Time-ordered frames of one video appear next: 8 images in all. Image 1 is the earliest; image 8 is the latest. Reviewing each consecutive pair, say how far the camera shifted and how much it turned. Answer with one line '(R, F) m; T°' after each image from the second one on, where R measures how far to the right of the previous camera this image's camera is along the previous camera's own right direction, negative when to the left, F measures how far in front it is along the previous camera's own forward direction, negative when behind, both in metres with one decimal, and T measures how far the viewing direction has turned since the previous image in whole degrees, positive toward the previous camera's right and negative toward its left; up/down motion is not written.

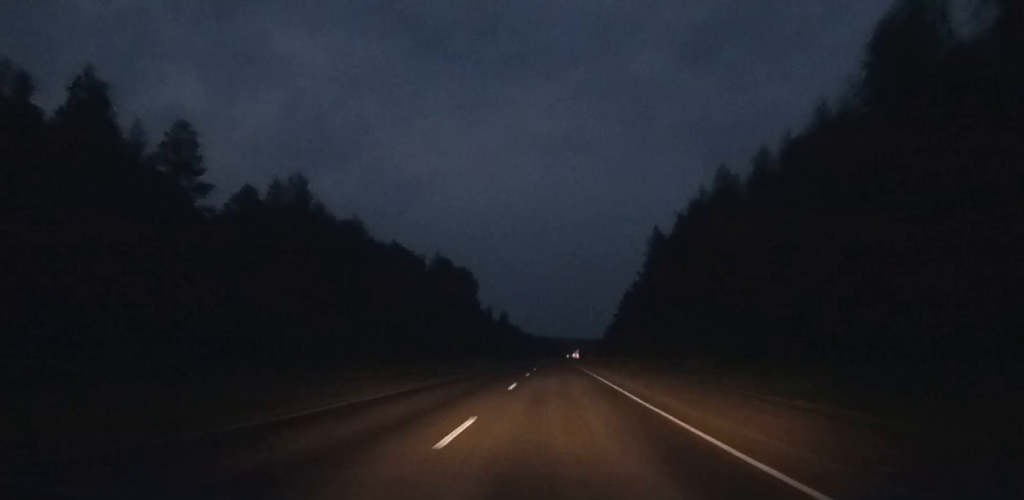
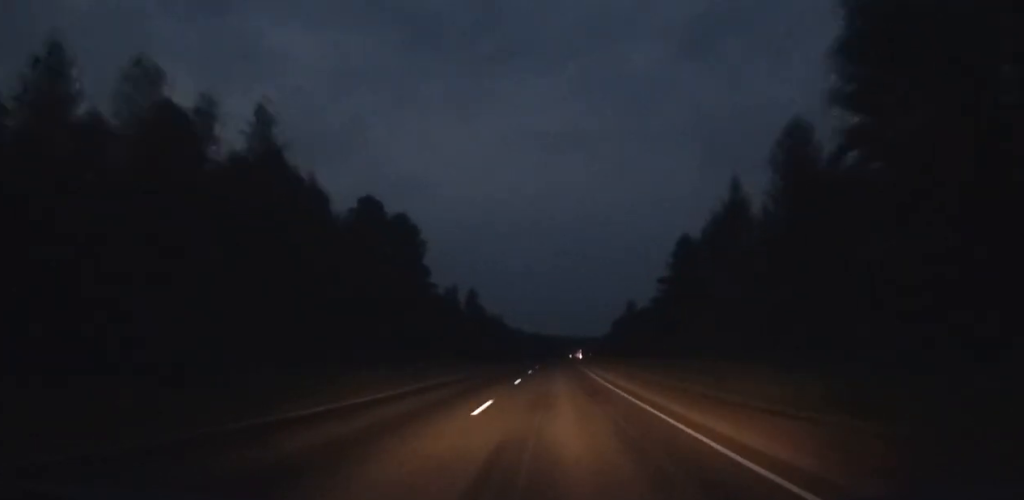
(+0.1, +56.8) m; +1°
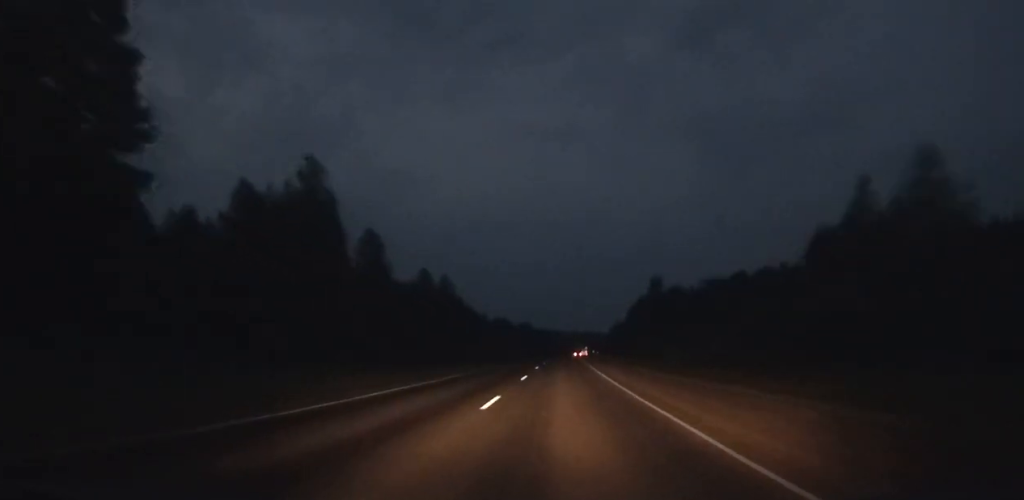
(+0.8, +70.0) m; +1°
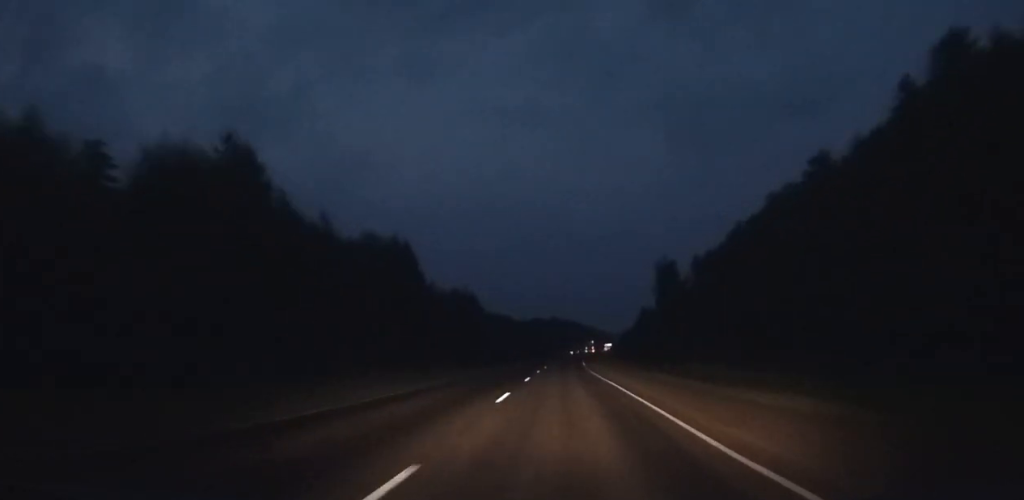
(+4.6, +190.0) m; +3°
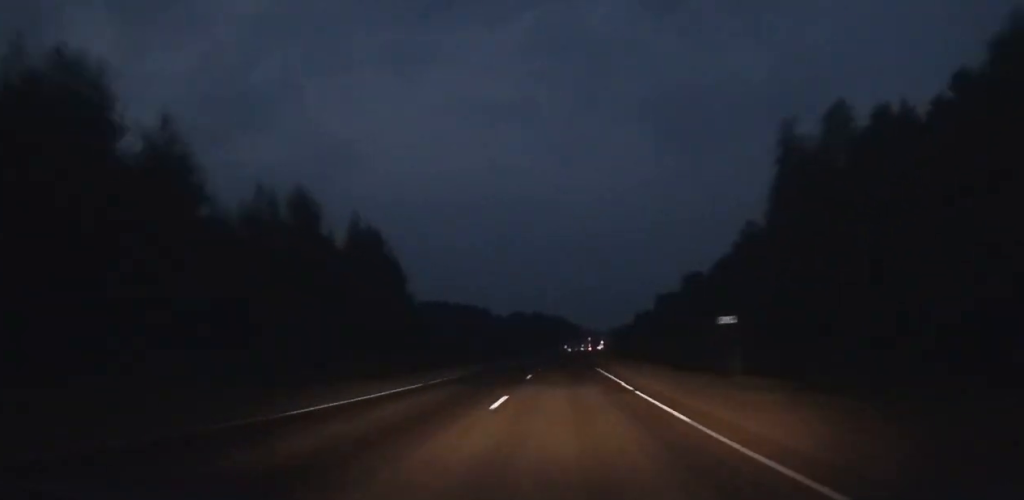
(+0.7, +49.2) m; +1°
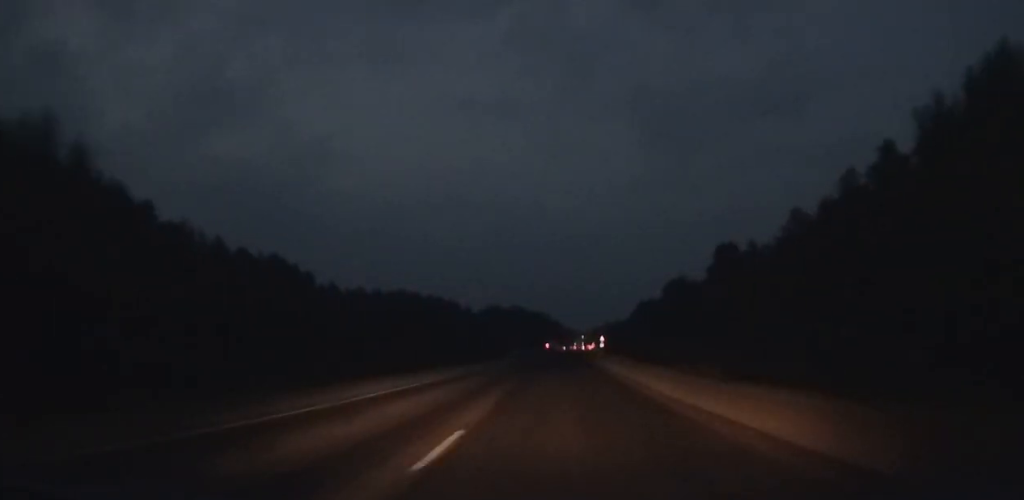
(+0.9, +56.2) m; +1°
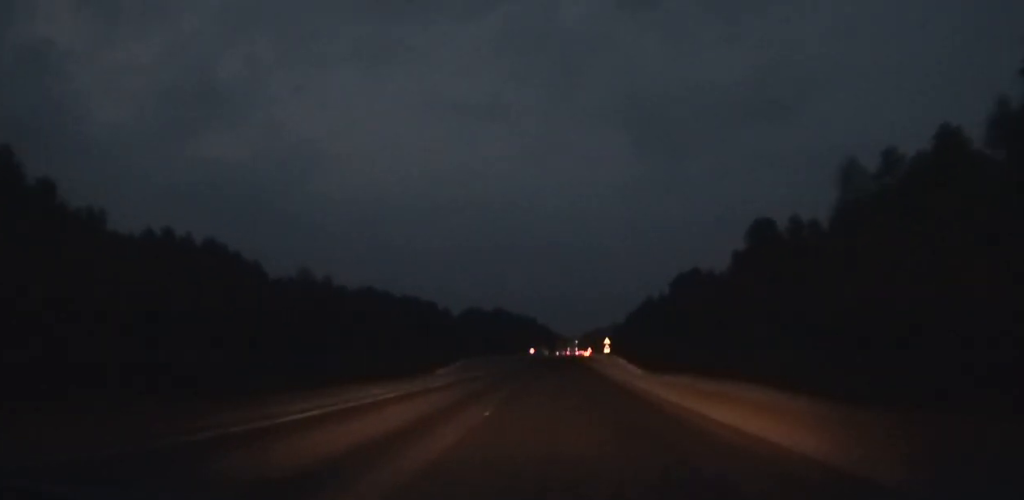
(+0.2, +32.6) m; +1°
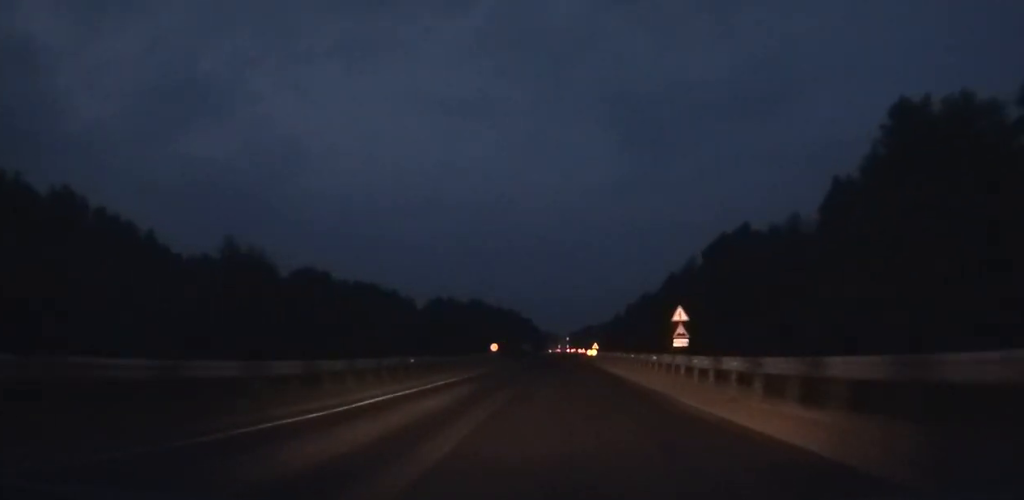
(+0.3, +51.4) m; +1°
